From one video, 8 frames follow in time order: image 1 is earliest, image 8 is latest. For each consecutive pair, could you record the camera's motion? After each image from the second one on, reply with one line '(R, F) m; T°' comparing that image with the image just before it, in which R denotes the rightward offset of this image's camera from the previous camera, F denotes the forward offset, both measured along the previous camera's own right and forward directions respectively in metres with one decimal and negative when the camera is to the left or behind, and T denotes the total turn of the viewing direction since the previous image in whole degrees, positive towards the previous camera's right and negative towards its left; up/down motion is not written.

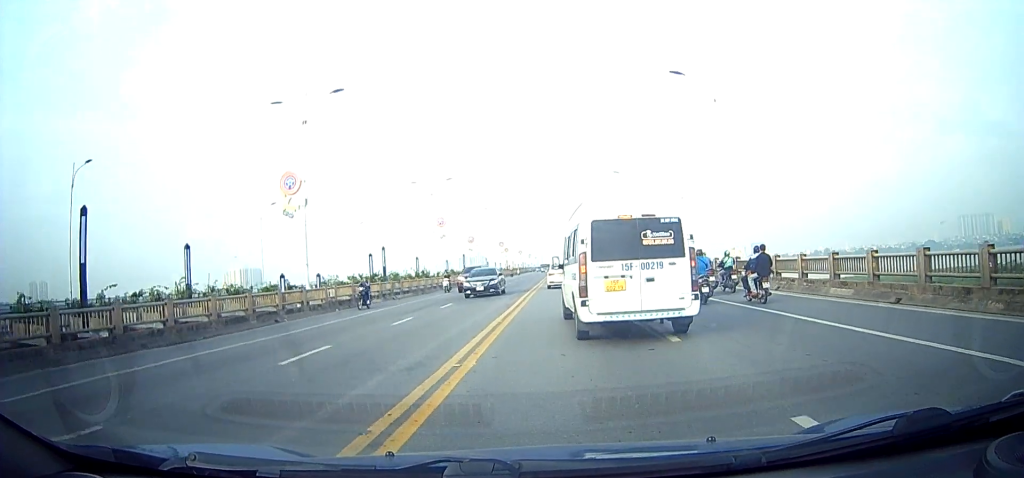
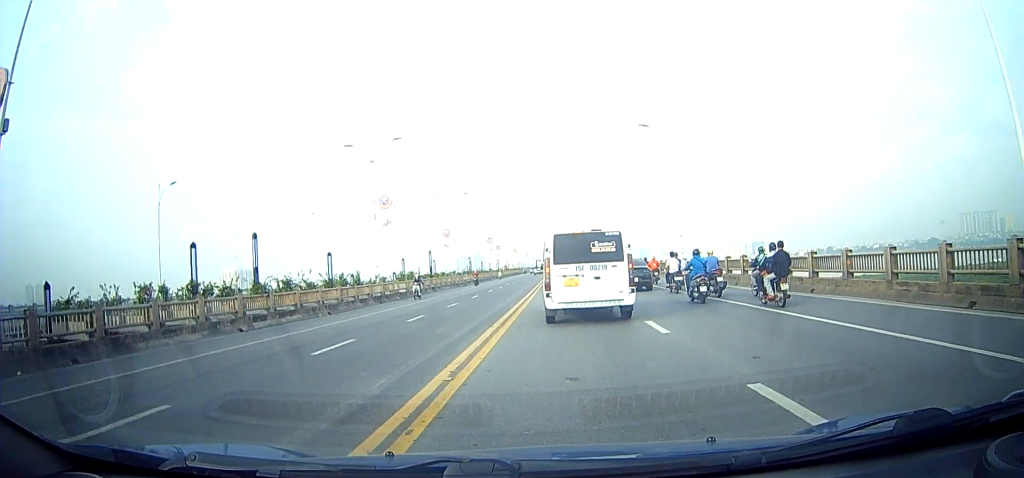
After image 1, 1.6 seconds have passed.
(-0.6, +19.6) m; -3°
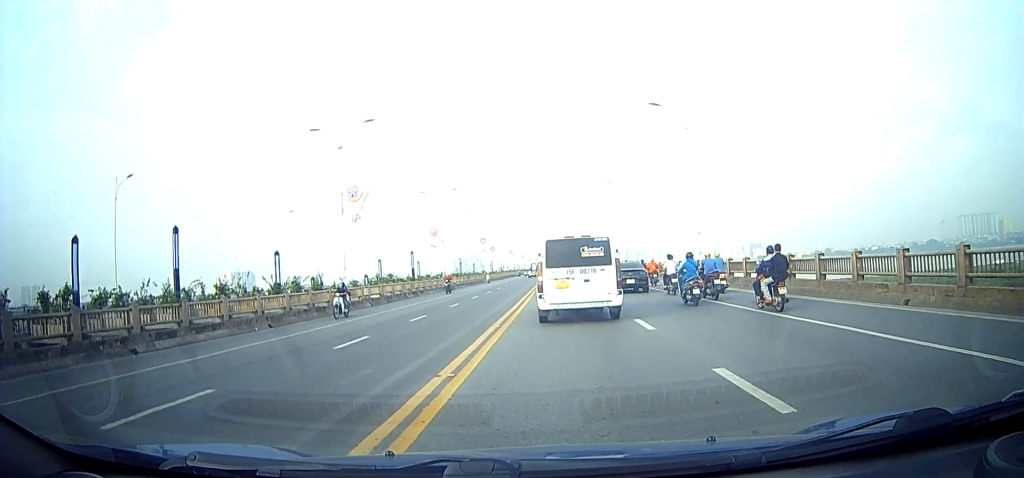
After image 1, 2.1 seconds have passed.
(0.0, +5.6) m; 0°
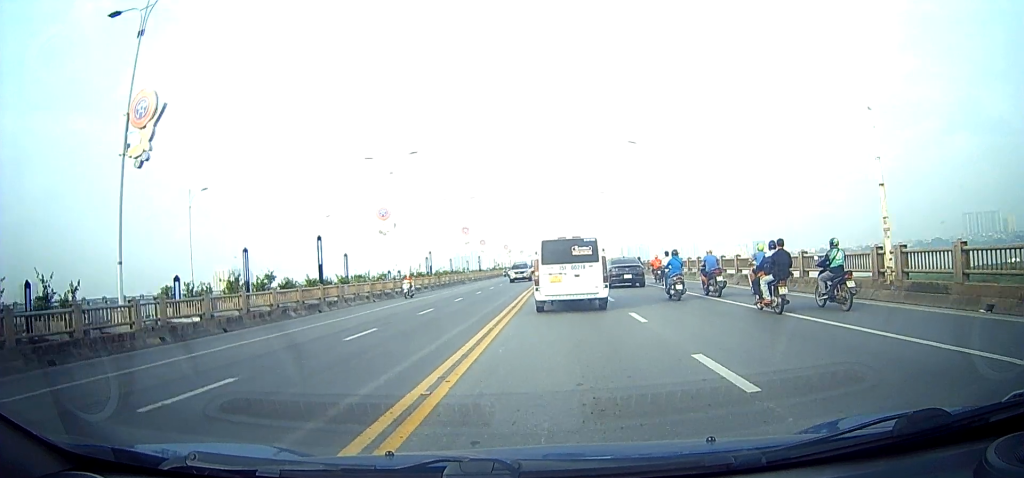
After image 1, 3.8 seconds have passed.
(0.0, +20.0) m; 0°
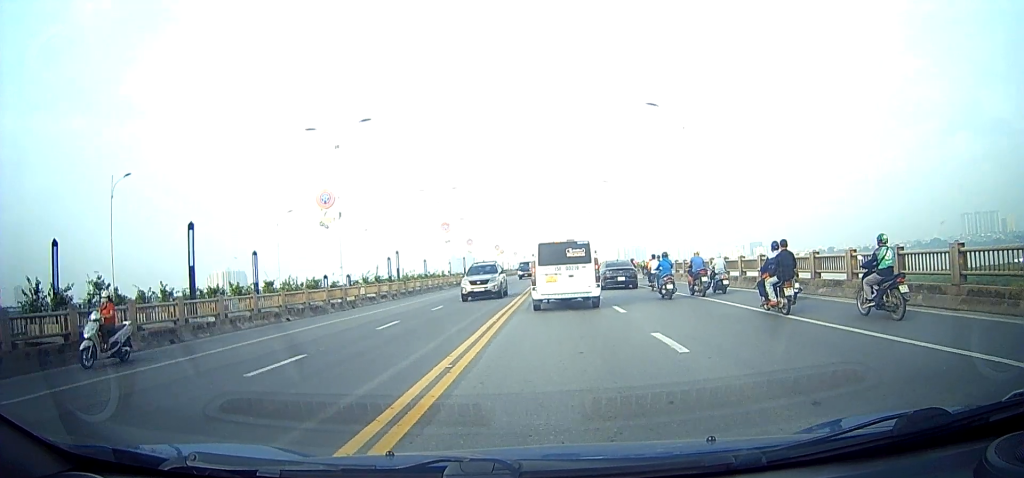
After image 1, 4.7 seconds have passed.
(0.0, +10.9) m; 0°
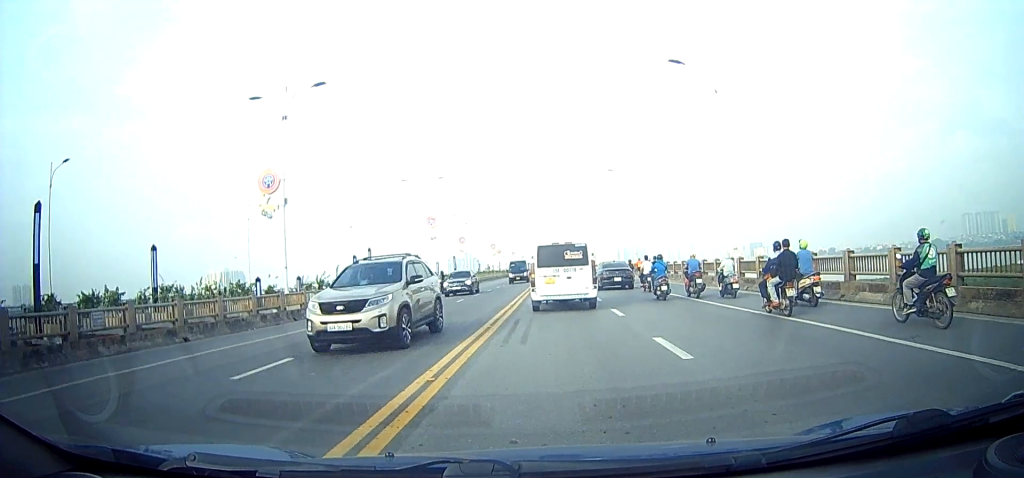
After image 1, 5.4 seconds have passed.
(0.0, +7.6) m; 0°
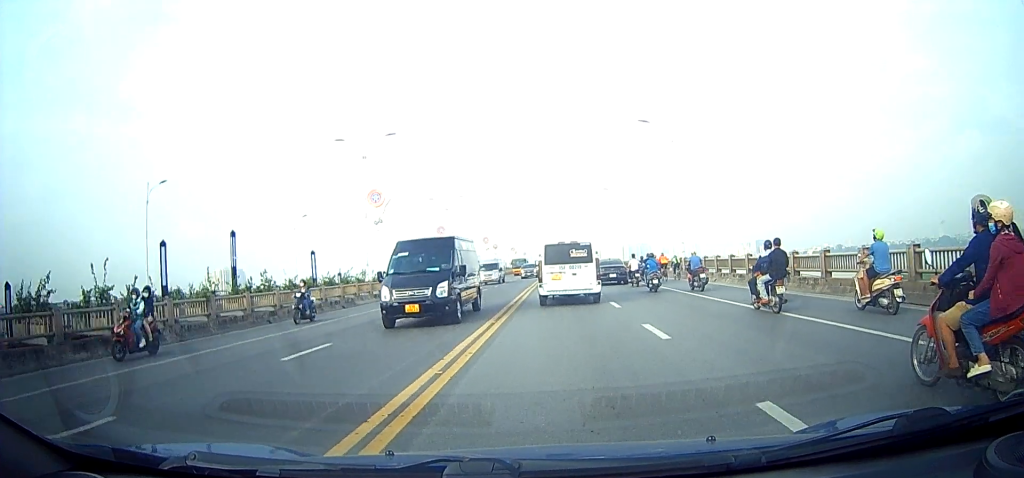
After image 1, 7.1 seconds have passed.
(+0.1, +18.8) m; +1°
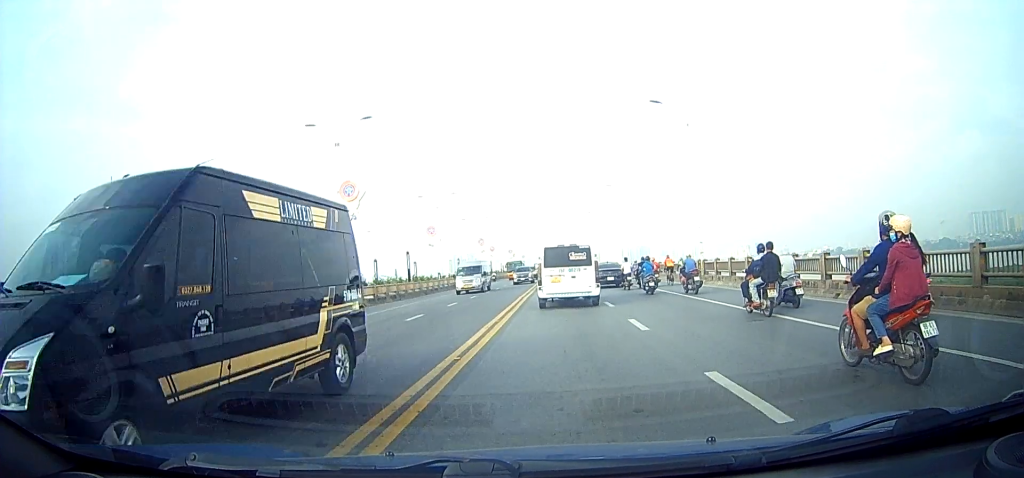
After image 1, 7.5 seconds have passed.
(0.0, +4.8) m; +1°
